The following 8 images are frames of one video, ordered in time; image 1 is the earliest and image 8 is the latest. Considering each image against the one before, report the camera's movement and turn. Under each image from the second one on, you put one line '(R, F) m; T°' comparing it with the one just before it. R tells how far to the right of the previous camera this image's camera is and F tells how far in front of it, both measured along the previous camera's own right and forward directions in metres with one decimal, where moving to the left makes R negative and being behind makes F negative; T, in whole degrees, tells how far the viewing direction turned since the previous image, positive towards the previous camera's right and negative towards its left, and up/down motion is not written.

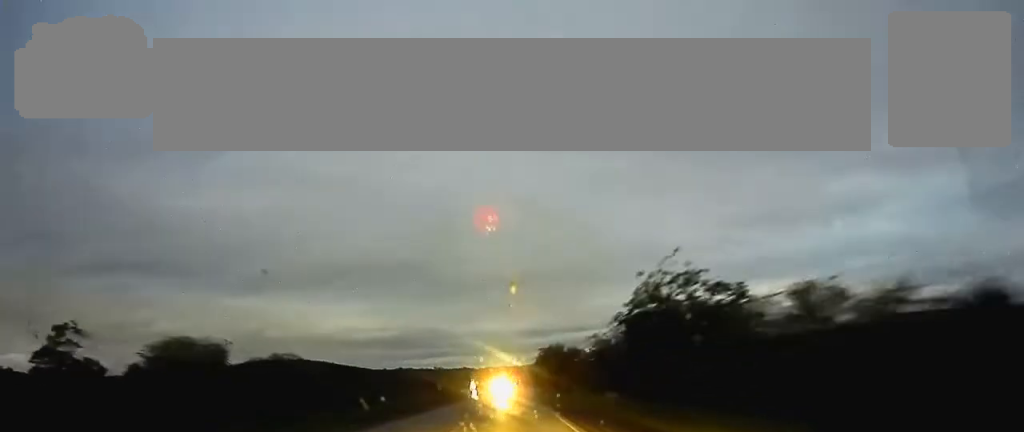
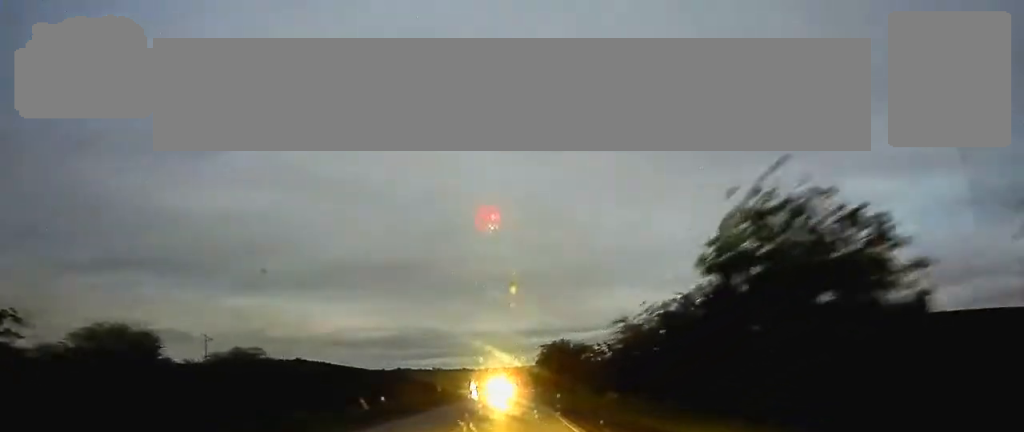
(0.0, +13.5) m; 0°
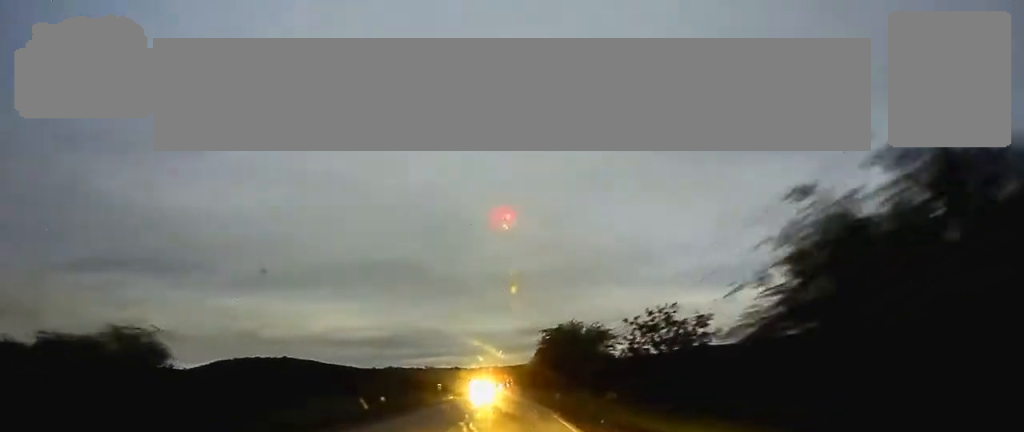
(0.0, +26.0) m; 0°
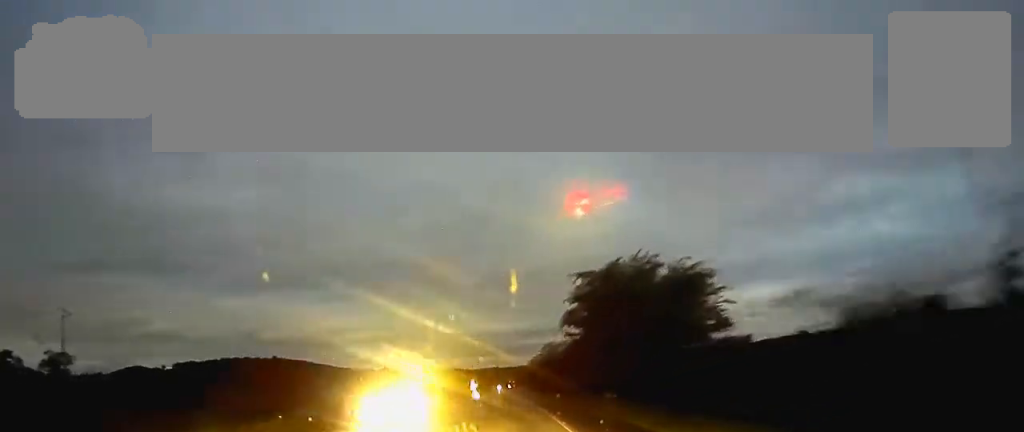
(-0.1, +38.6) m; 0°
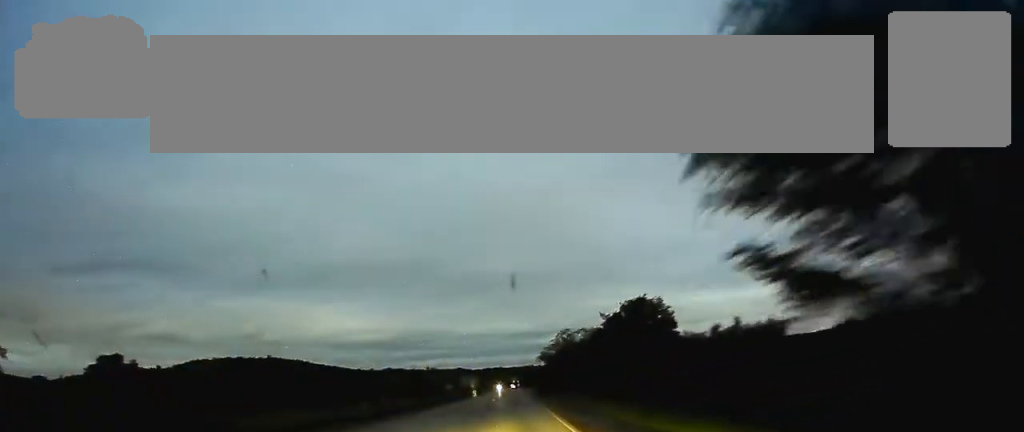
(0.0, +27.2) m; 0°
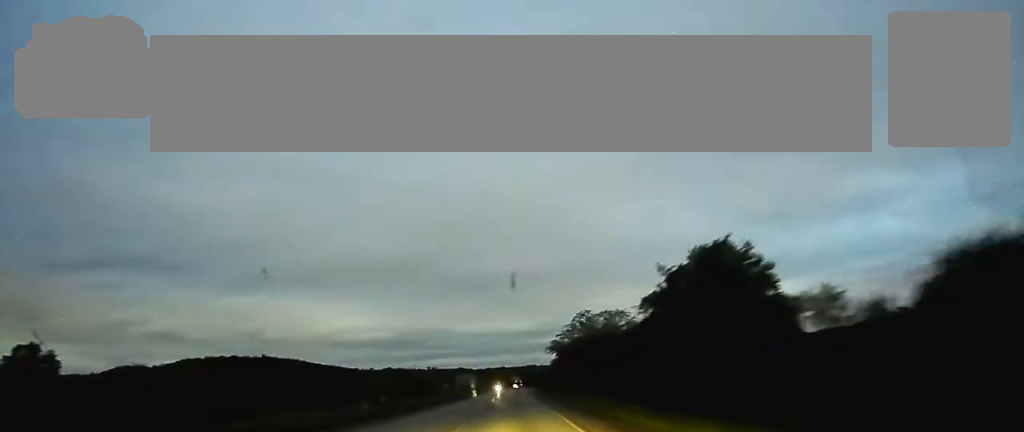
(0.0, +22.1) m; 0°
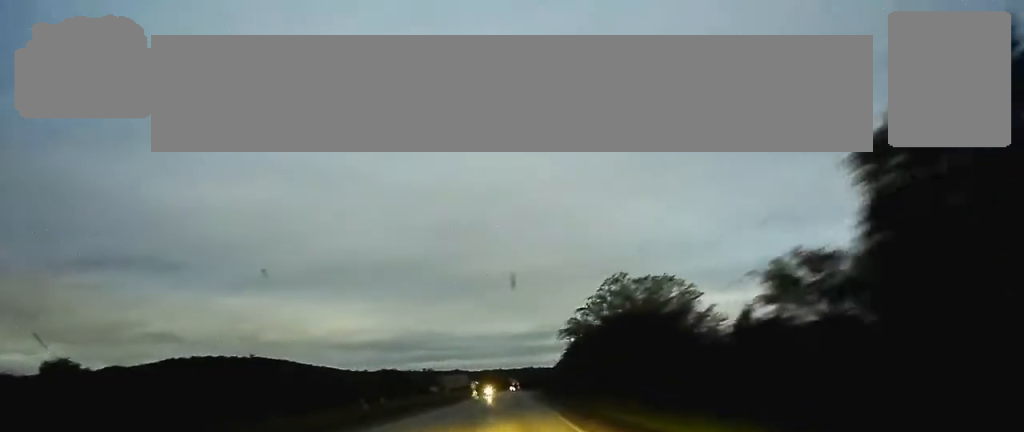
(-0.1, +24.2) m; 0°
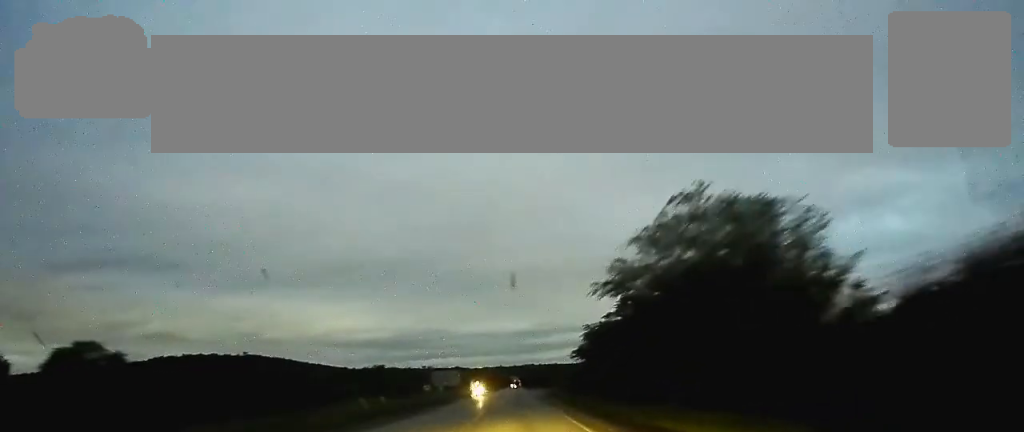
(0.0, +20.2) m; 0°
